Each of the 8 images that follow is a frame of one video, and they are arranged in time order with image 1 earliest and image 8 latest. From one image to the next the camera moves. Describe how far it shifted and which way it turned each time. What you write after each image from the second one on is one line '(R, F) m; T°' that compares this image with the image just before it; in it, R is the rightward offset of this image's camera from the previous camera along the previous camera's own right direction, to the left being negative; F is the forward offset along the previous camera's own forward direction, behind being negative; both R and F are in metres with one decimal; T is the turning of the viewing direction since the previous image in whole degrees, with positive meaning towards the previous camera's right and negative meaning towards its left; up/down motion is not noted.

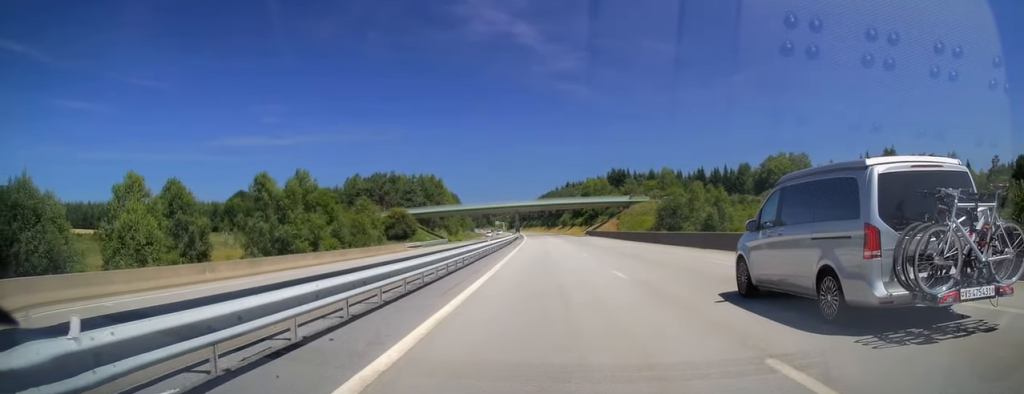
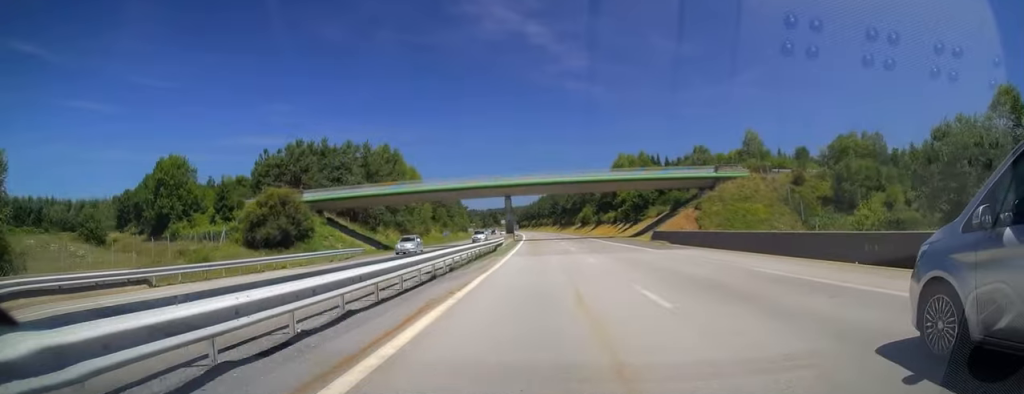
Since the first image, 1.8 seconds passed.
(-0.8, +57.8) m; -2°
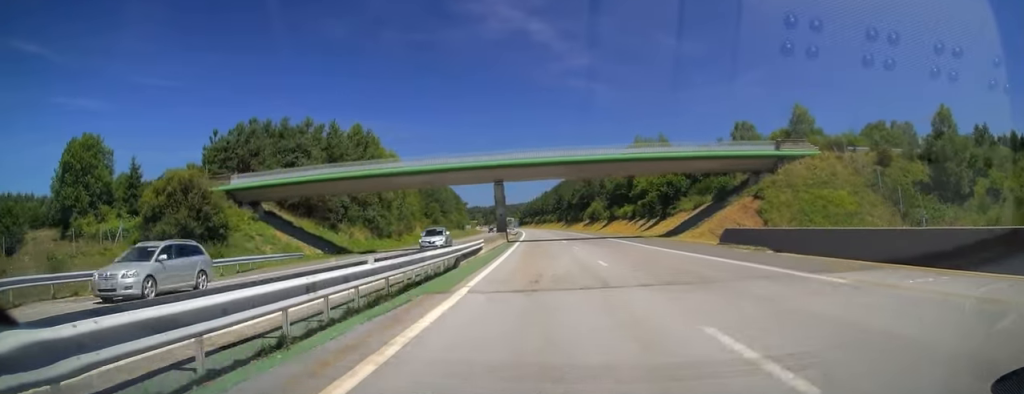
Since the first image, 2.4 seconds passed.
(-0.1, +18.2) m; 0°
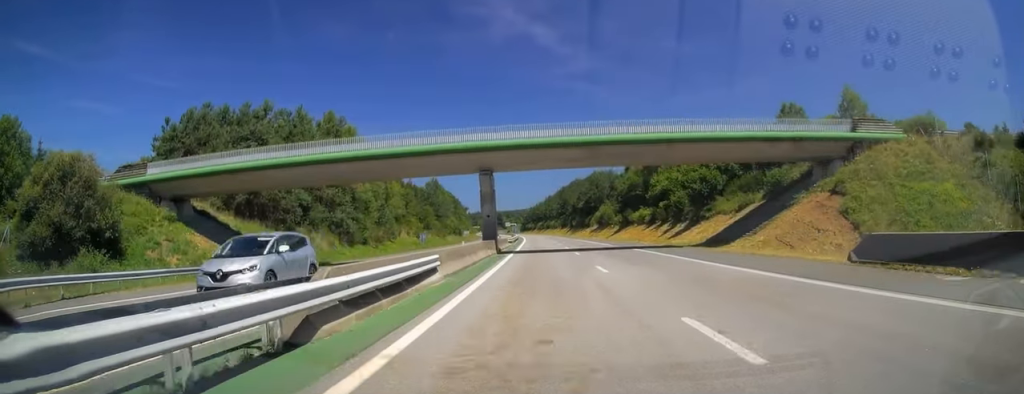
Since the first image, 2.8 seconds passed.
(0.0, +13.4) m; 0°
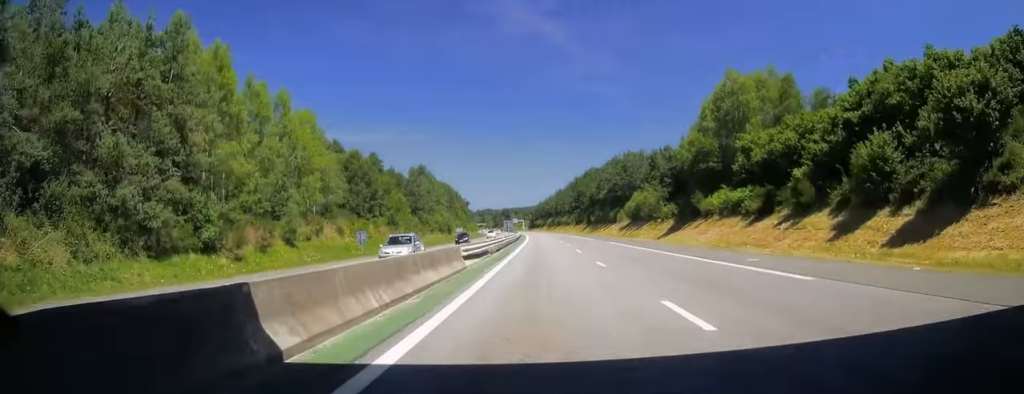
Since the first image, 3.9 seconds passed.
(-0.3, +37.1) m; -1°
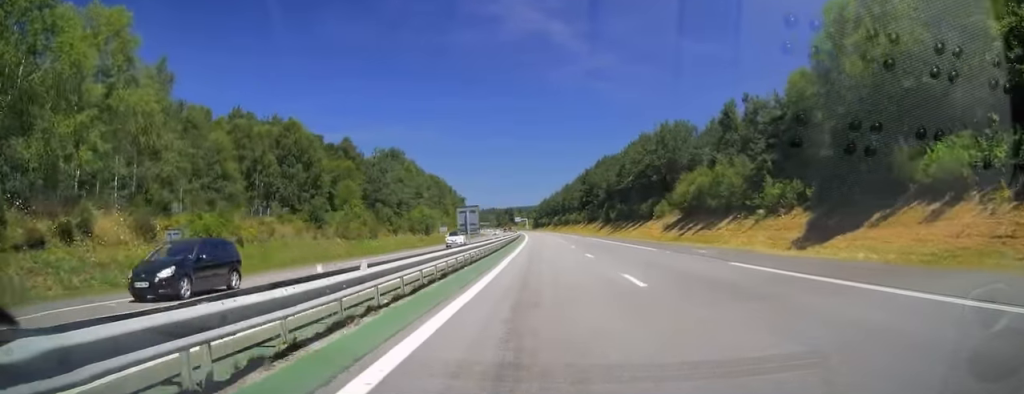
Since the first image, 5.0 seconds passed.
(+0.1, +33.2) m; 0°
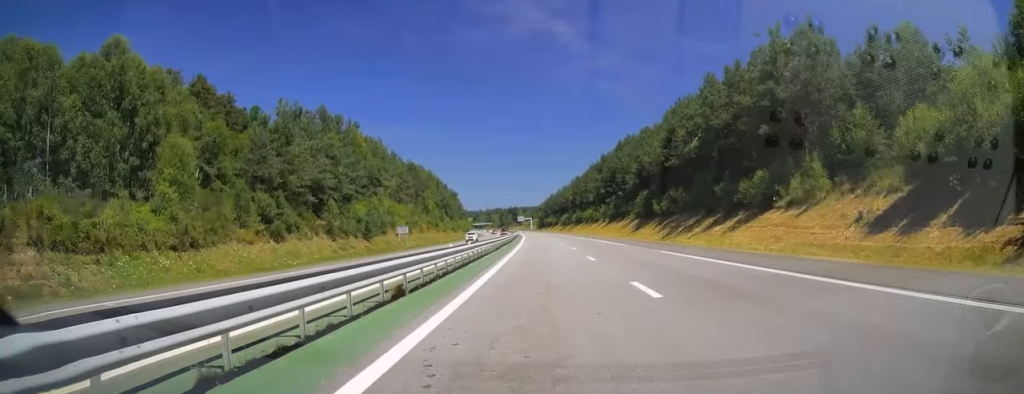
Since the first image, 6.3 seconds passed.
(-0.3, +41.3) m; -1°
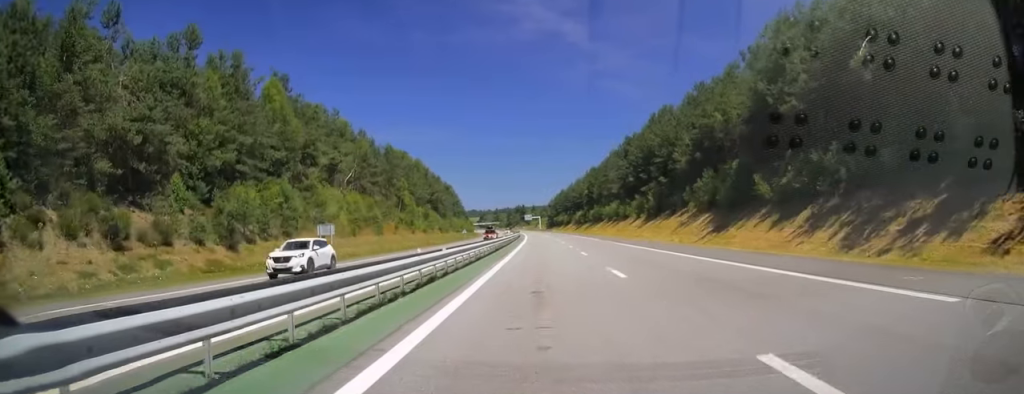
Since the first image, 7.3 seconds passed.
(-0.5, +34.3) m; -1°
